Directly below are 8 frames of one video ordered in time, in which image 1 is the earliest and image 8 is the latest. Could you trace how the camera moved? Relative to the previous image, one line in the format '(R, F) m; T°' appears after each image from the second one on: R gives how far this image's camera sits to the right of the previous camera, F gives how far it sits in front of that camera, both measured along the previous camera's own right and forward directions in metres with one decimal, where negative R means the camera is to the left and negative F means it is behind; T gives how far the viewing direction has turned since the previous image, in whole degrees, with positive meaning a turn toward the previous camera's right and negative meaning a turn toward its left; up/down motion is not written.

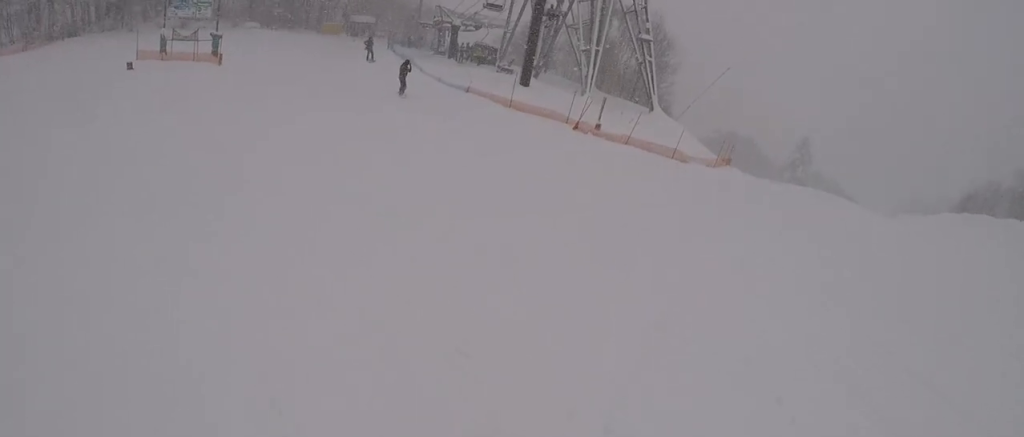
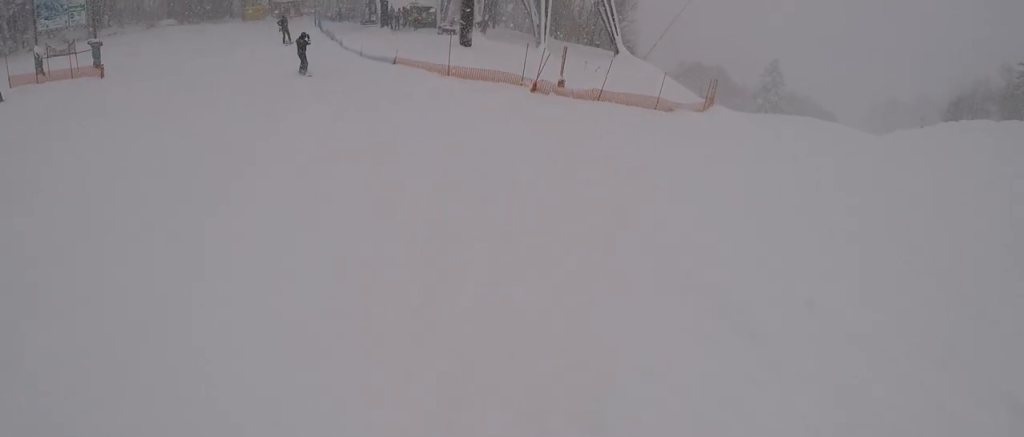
(-0.3, +5.5) m; -10°
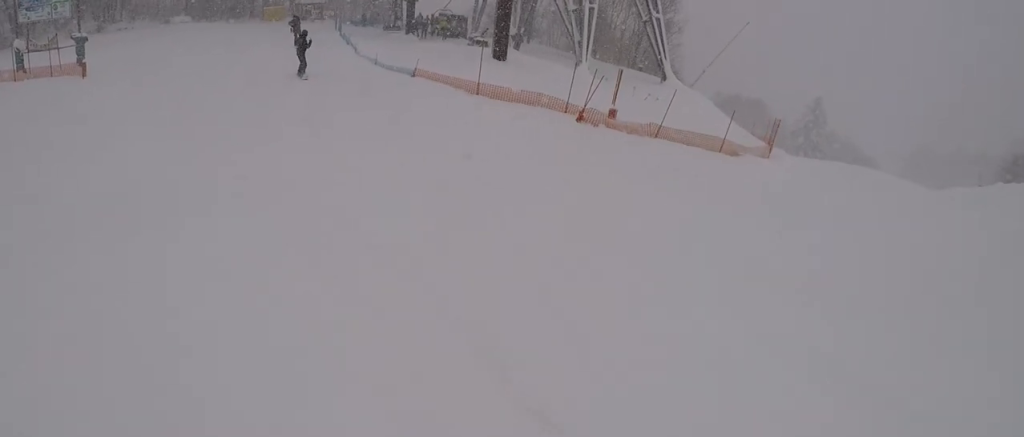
(+0.4, +3.6) m; -8°
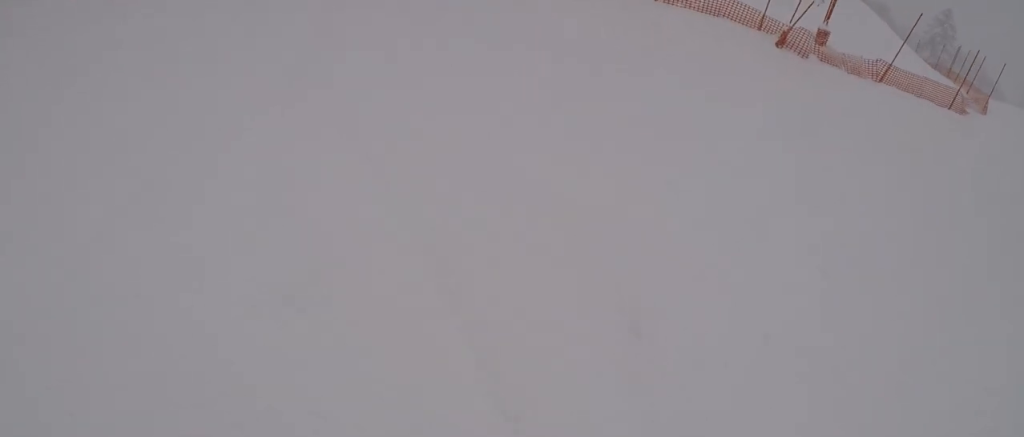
(-1.3, +5.7) m; -10°
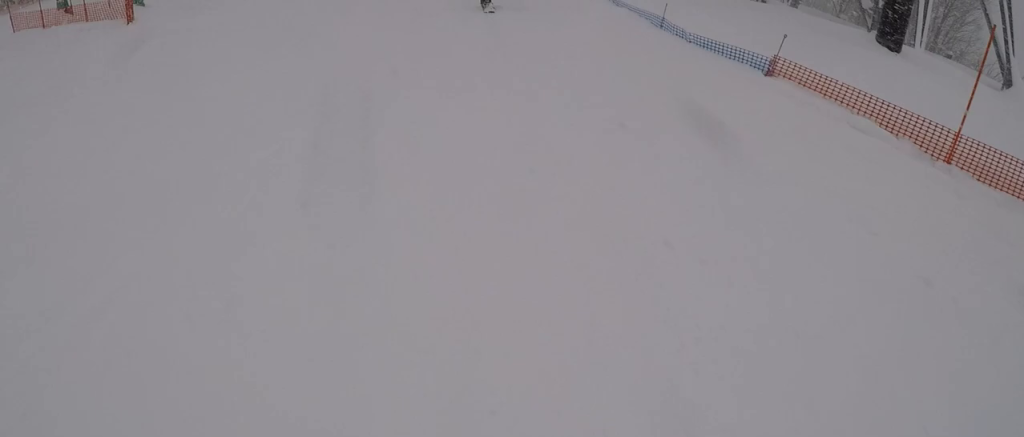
(-0.7, +5.0) m; -3°
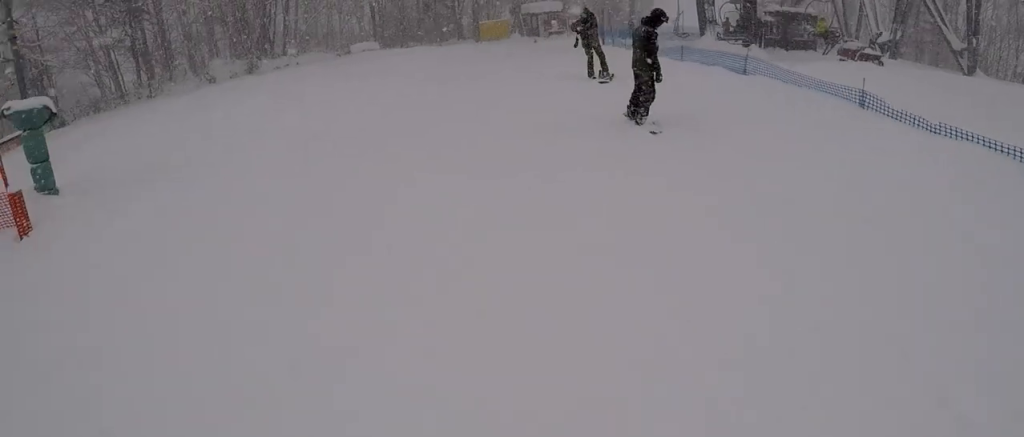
(+0.8, +6.6) m; +10°
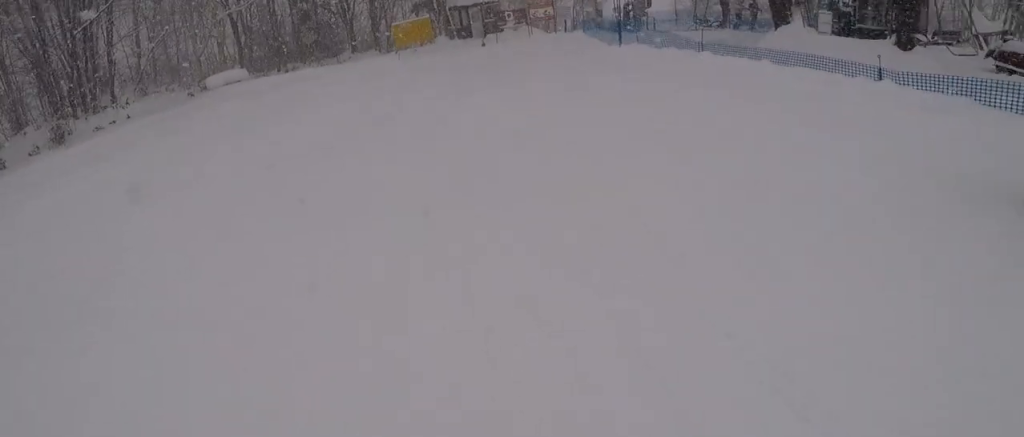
(+2.7, +10.4) m; +17°
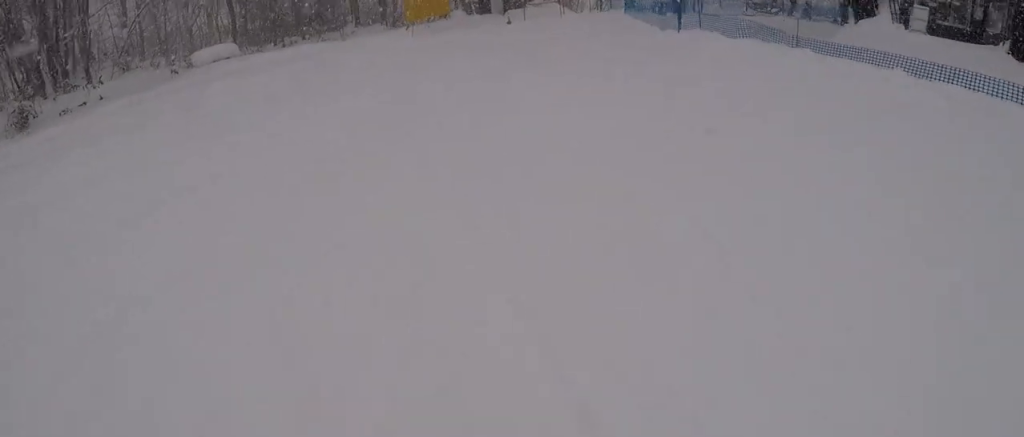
(-0.6, +2.7) m; 0°
